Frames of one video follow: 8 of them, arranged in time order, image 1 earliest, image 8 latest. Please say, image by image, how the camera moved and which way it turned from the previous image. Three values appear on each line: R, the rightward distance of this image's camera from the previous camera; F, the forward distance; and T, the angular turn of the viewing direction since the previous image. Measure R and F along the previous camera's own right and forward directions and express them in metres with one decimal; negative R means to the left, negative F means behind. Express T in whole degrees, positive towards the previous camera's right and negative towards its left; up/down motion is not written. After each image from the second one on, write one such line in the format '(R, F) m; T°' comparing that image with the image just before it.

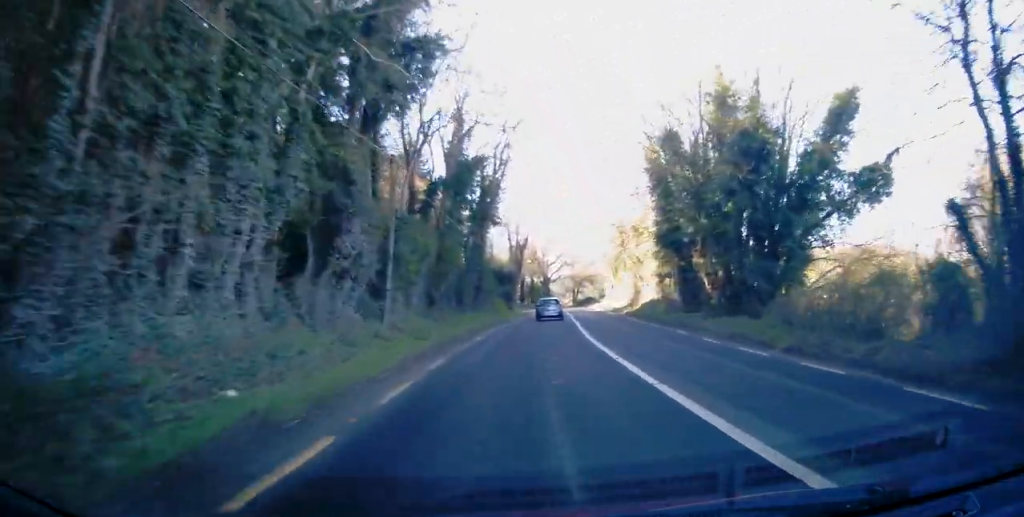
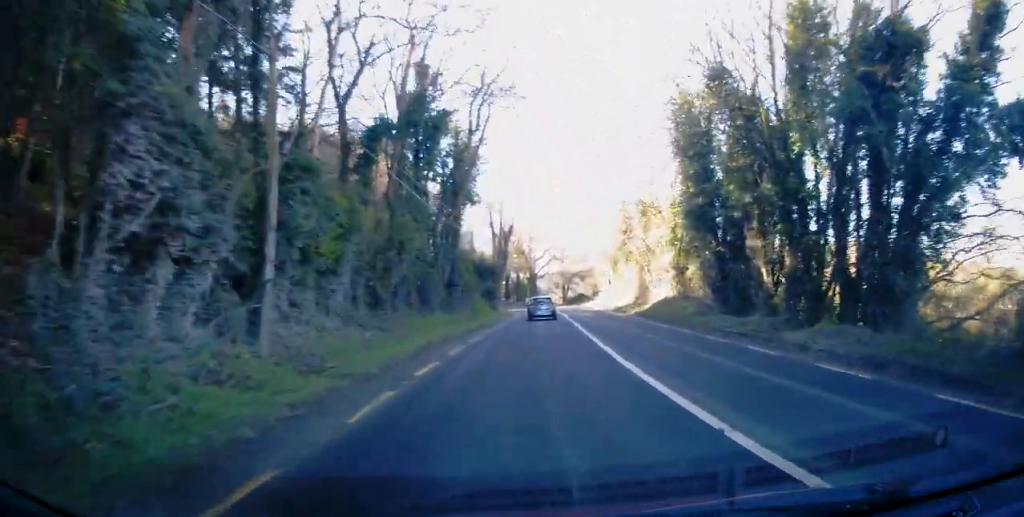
(0.0, +9.0) m; +1°
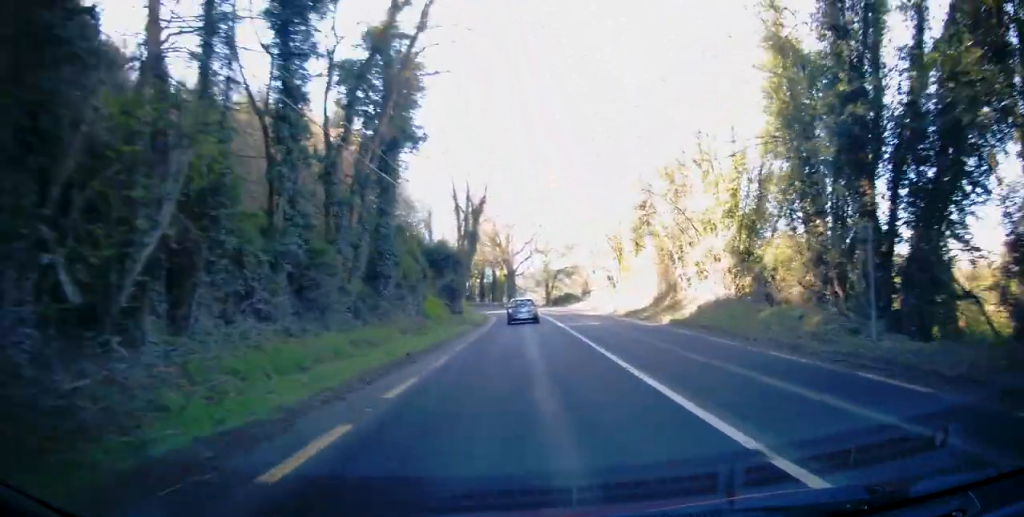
(+0.3, +14.2) m; +2°
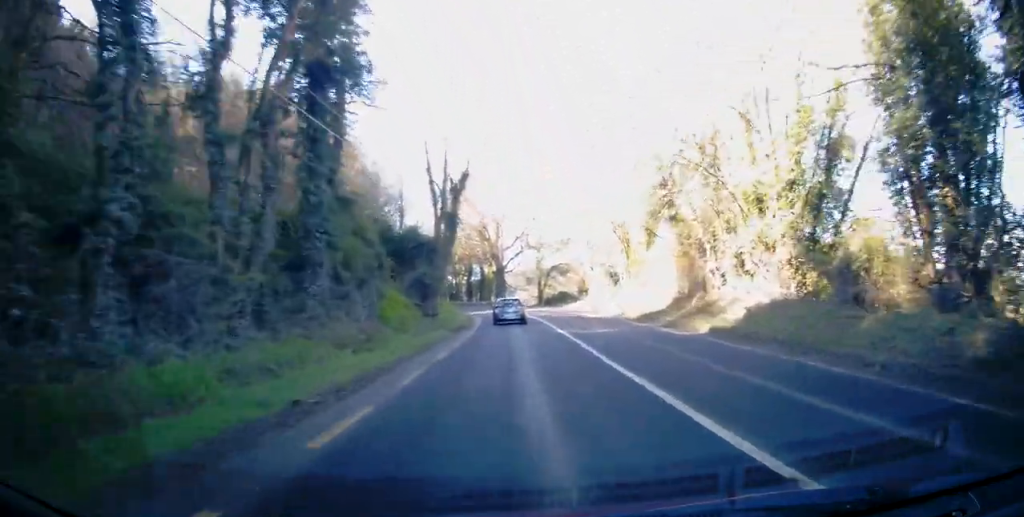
(+0.2, +6.9) m; +1°
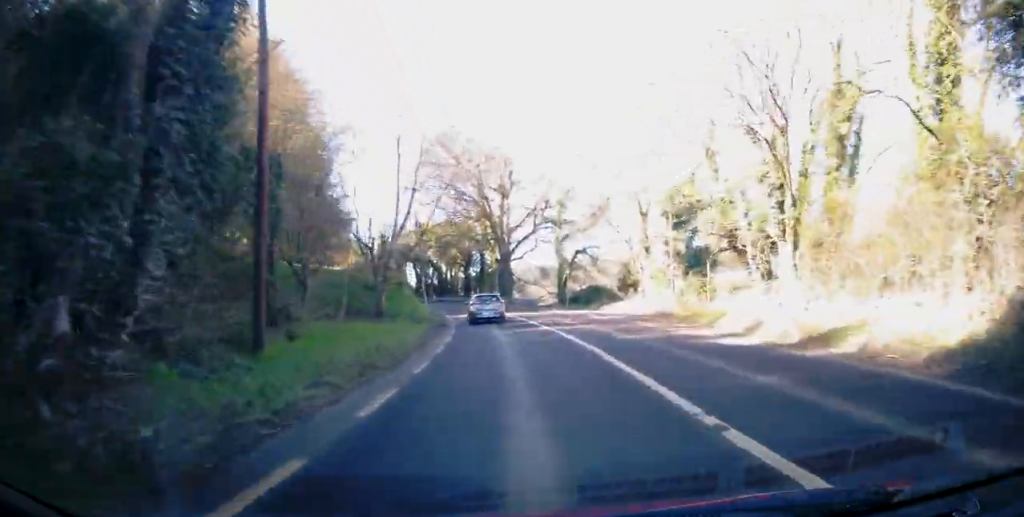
(0.0, +22.5) m; -1°
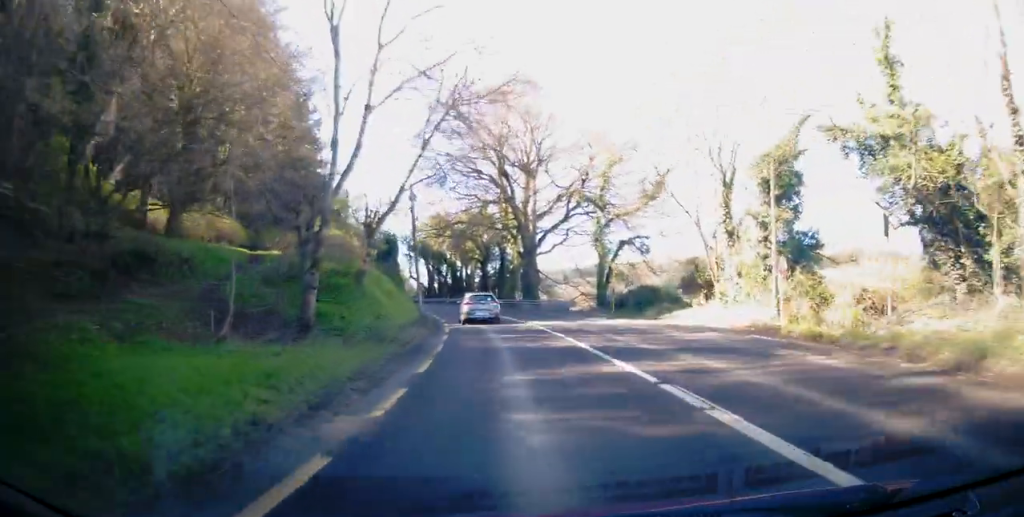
(-0.1, +11.9) m; -1°
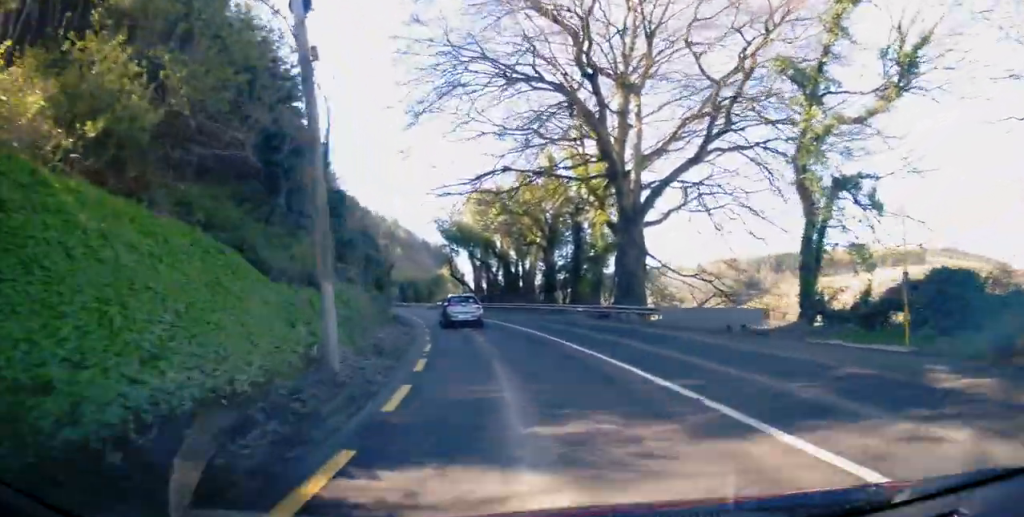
(-0.7, +23.2) m; -6°
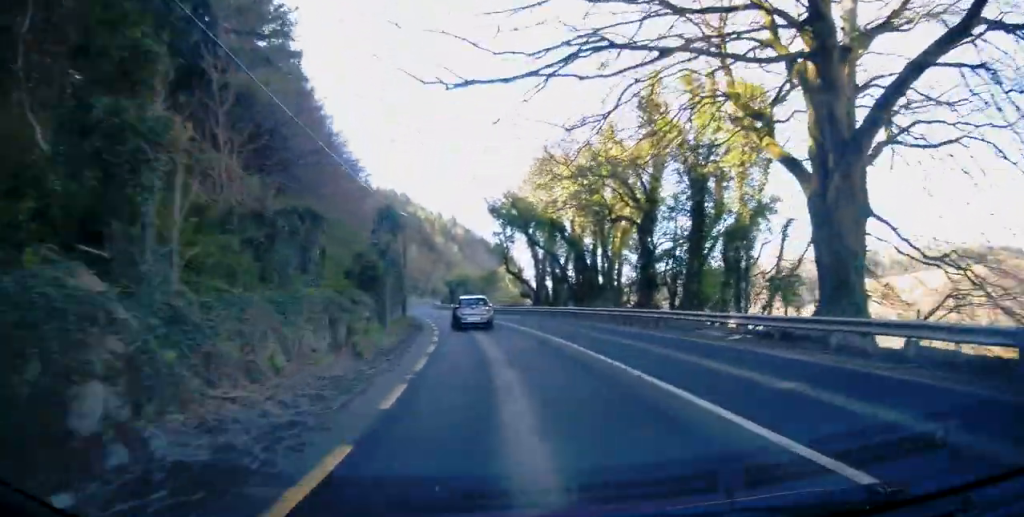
(-0.6, +15.4) m; -4°
